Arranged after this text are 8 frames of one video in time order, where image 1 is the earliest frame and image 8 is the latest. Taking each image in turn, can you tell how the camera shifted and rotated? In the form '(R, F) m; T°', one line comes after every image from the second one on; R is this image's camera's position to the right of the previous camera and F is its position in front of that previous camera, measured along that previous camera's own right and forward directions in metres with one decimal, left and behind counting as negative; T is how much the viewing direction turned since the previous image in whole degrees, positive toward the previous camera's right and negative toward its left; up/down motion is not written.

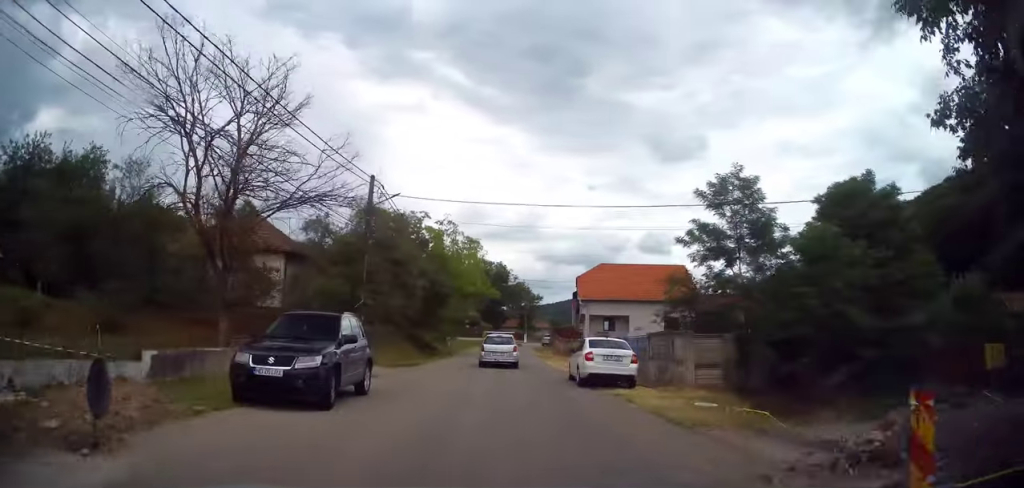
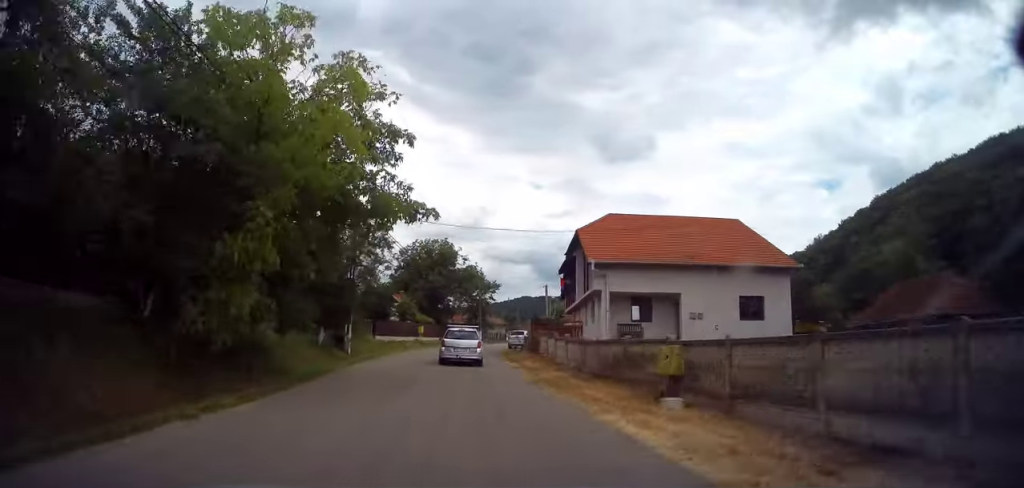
(+1.4, +22.9) m; +6°
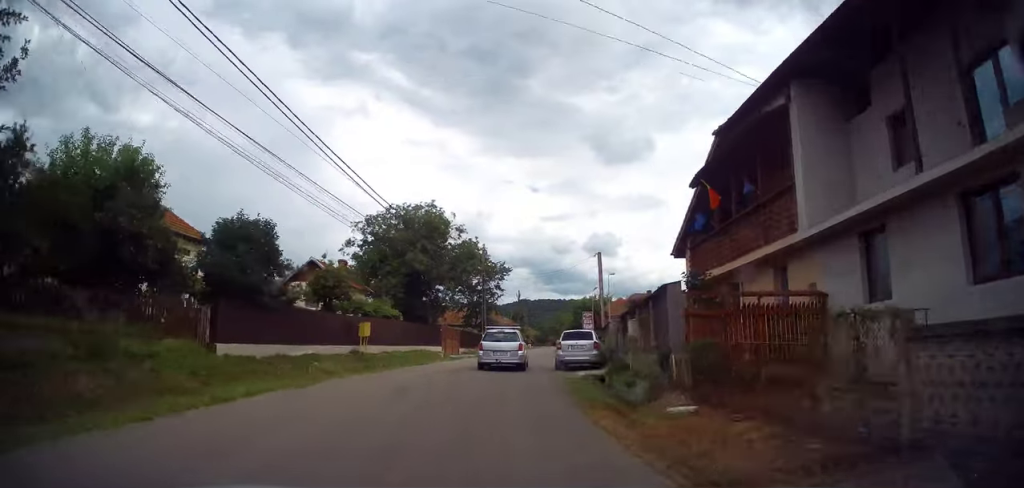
(+0.4, +25.2) m; 0°
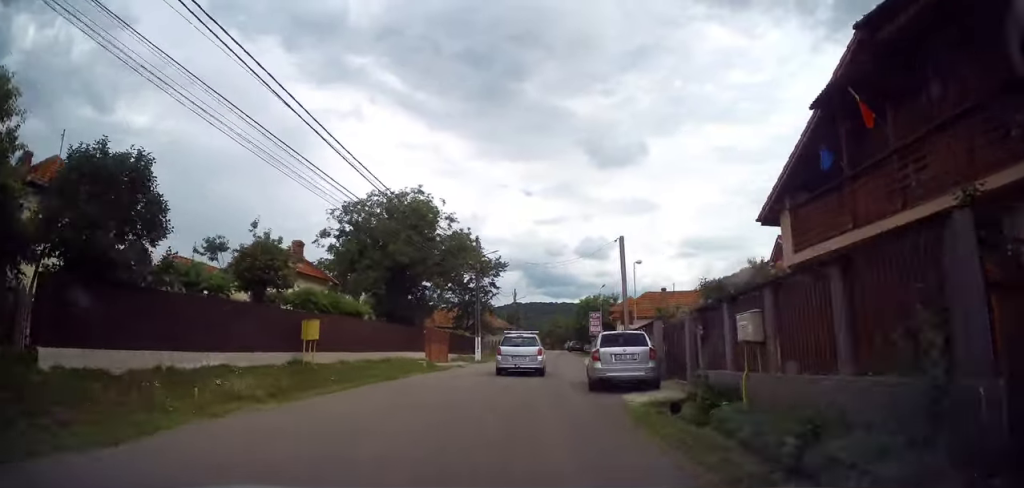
(-0.1, +6.9) m; +1°
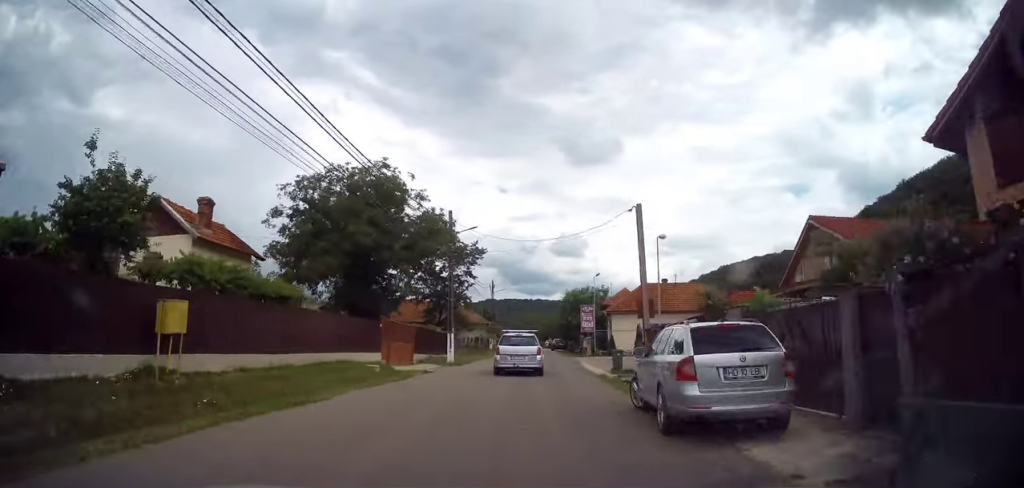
(+0.1, +6.8) m; +3°
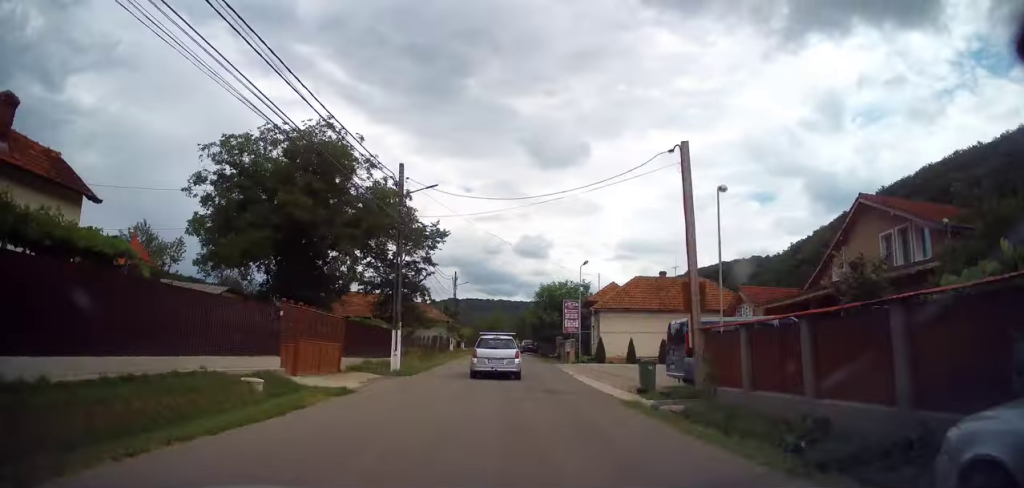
(+0.3, +7.8) m; +4°
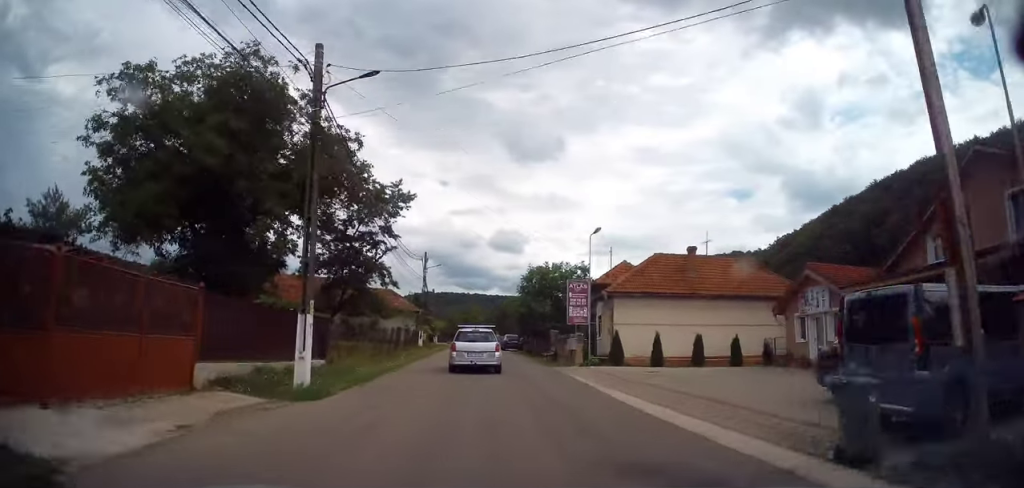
(+0.4, +8.9) m; +3°
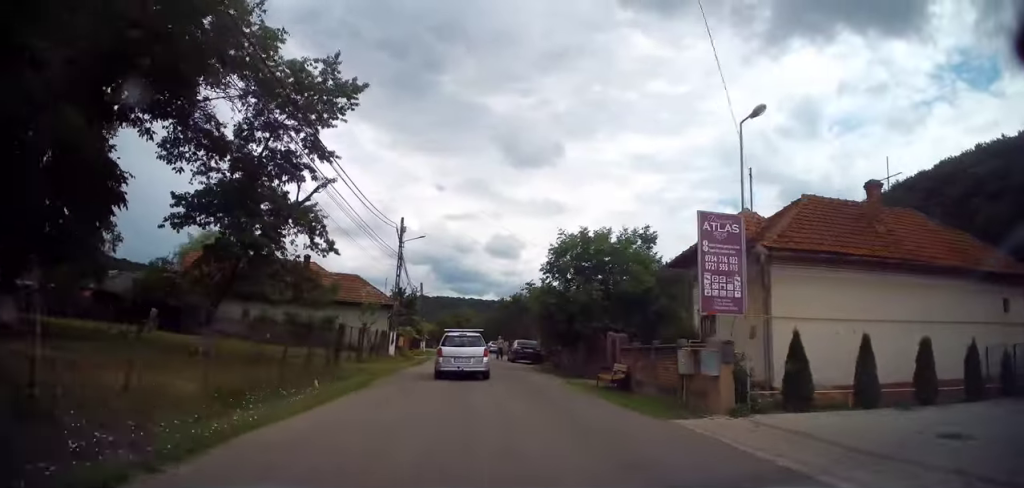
(+0.1, +14.9) m; 0°
